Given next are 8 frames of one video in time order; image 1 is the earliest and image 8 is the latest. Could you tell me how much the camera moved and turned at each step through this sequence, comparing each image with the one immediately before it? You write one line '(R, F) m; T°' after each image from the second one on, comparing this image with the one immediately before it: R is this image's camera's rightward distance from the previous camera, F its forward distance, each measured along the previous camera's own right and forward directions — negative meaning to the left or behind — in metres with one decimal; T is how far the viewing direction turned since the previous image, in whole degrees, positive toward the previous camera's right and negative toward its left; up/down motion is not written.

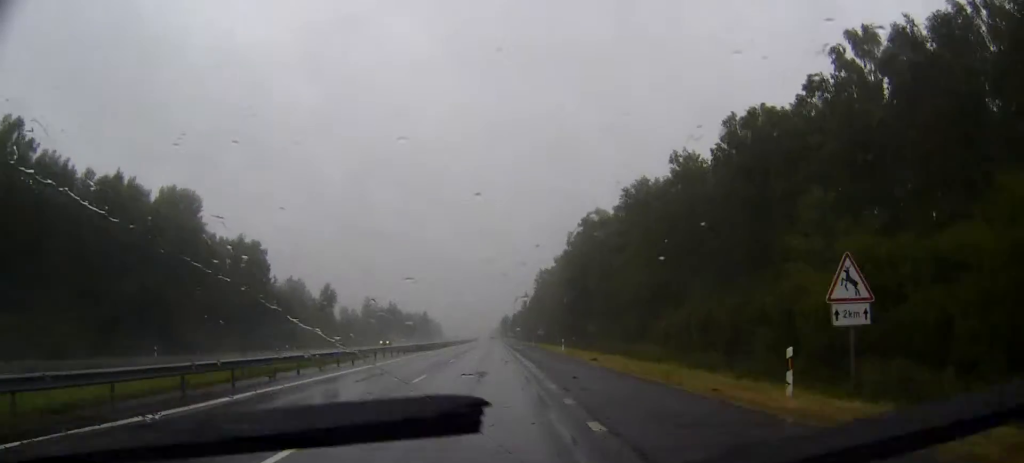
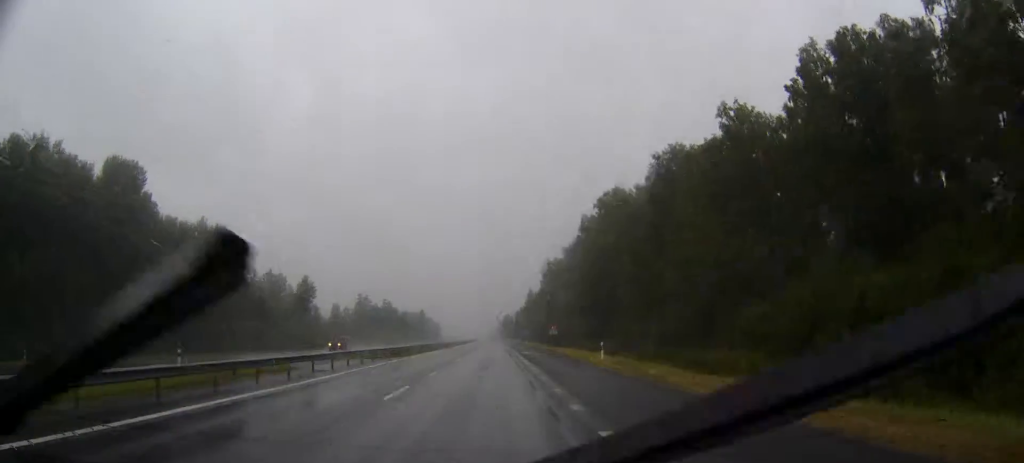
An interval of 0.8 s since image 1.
(0.0, +21.5) m; 0°
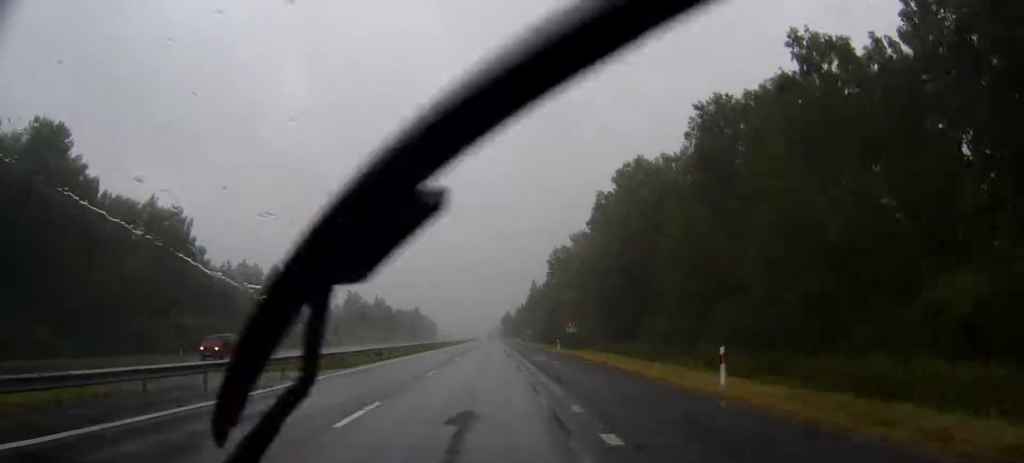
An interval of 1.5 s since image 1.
(0.0, +20.6) m; 0°
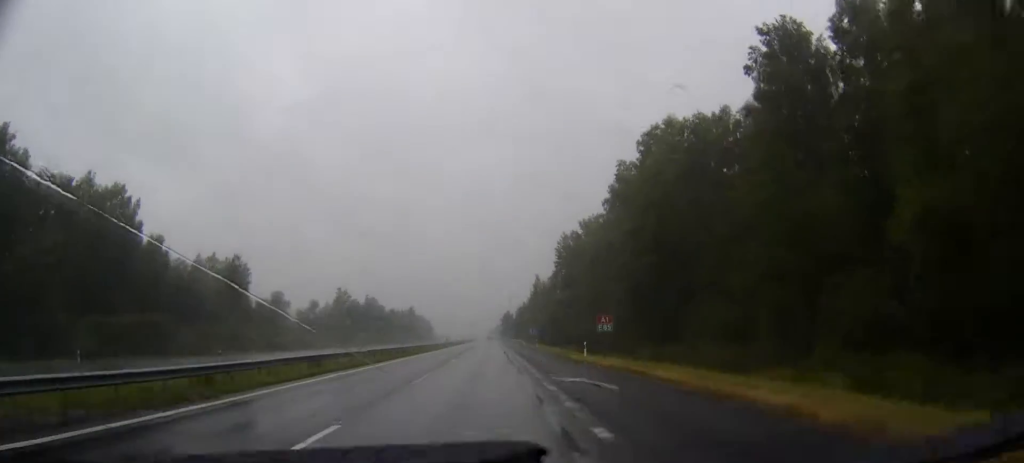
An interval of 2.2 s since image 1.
(0.0, +19.7) m; 0°
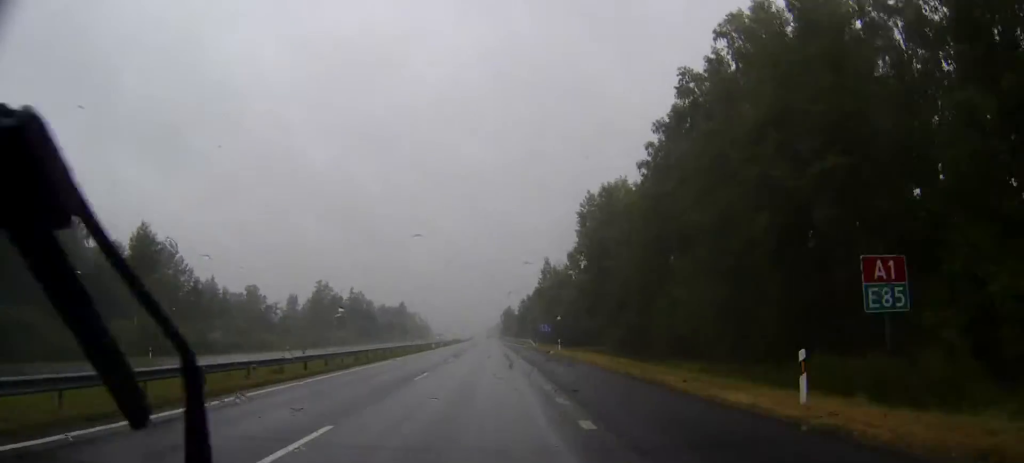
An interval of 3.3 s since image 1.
(-0.1, +31.8) m; 0°
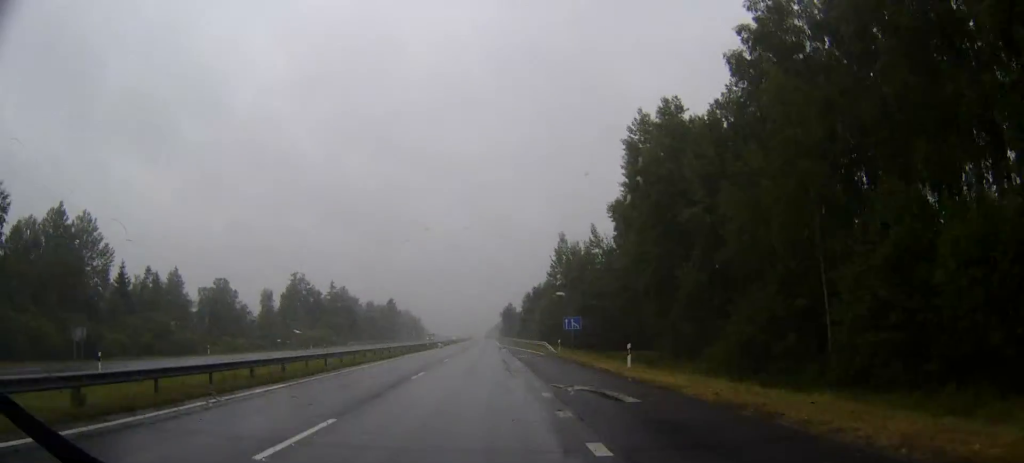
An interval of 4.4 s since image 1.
(0.0, +30.9) m; 0°
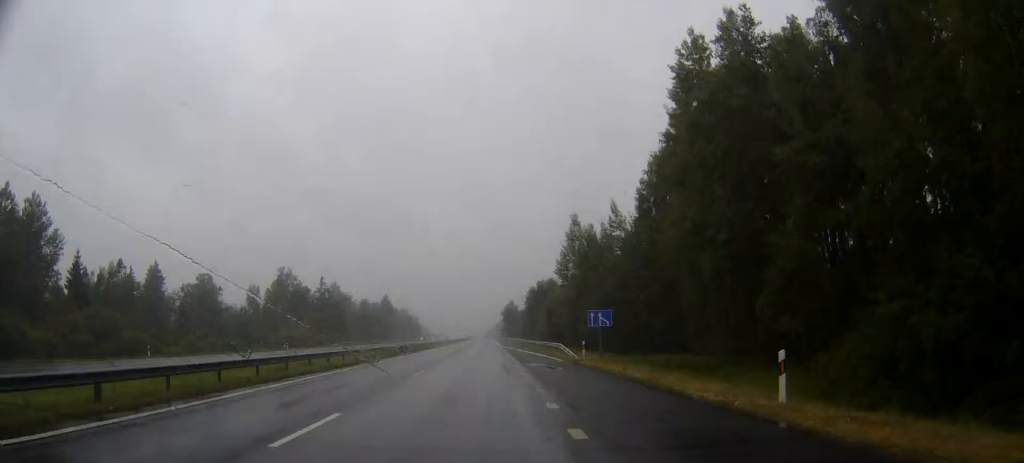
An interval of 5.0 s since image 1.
(0.0, +15.0) m; 0°
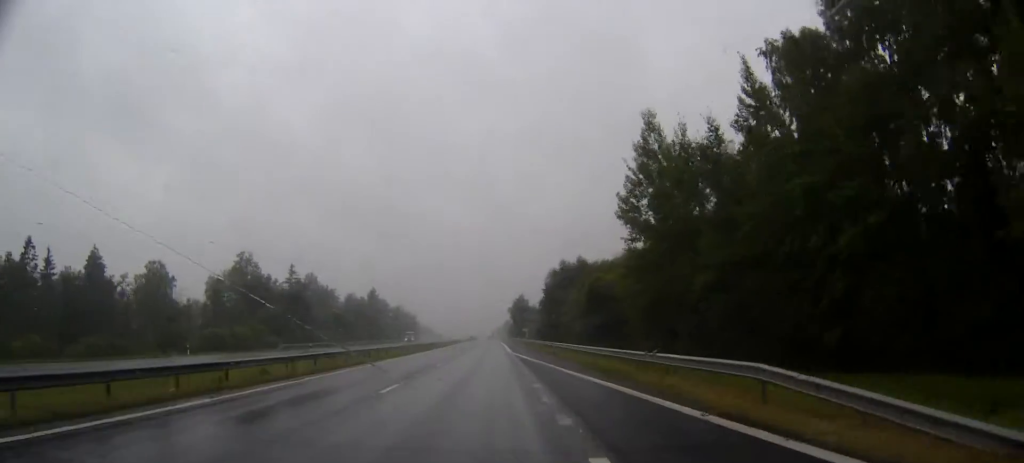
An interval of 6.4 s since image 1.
(-0.2, +39.3) m; 0°
